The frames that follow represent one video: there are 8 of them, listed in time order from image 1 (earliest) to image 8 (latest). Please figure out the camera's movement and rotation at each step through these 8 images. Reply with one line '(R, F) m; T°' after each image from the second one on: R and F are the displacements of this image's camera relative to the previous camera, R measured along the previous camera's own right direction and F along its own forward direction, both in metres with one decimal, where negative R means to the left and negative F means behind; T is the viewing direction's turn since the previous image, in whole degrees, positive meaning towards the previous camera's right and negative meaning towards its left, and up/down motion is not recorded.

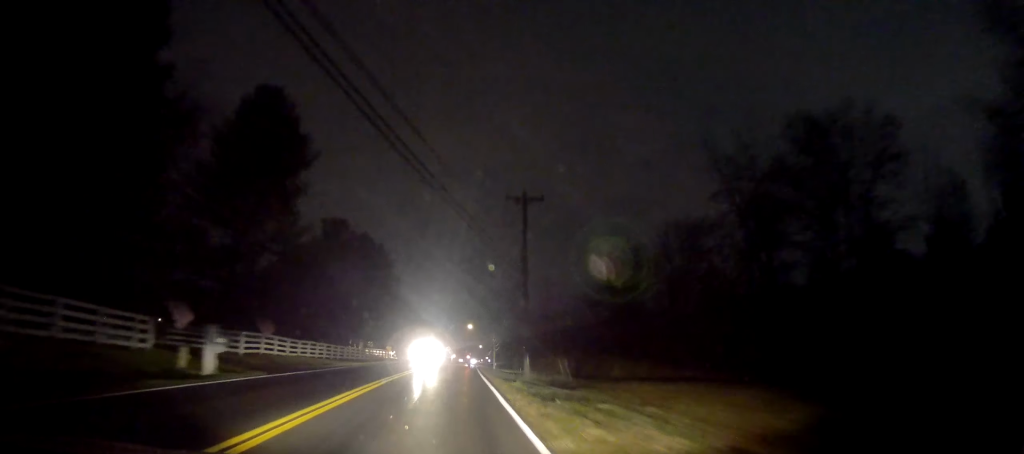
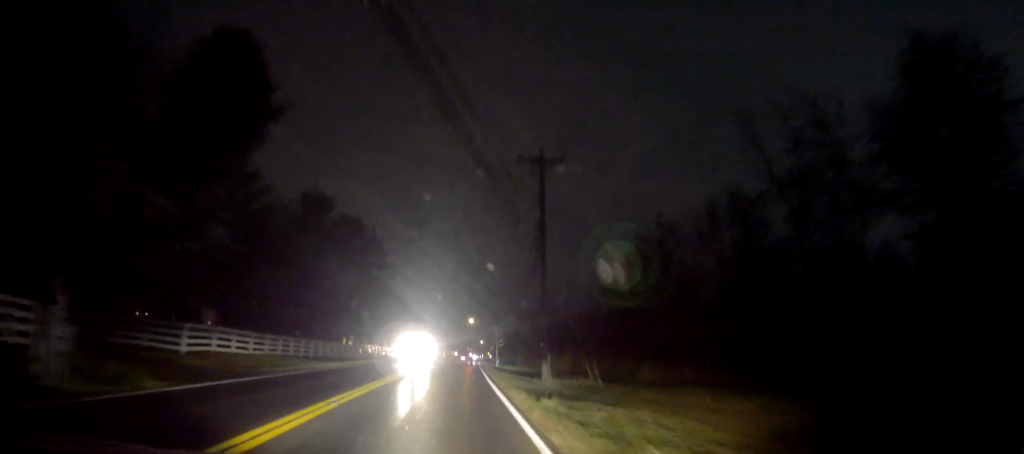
(-0.1, +7.8) m; -1°
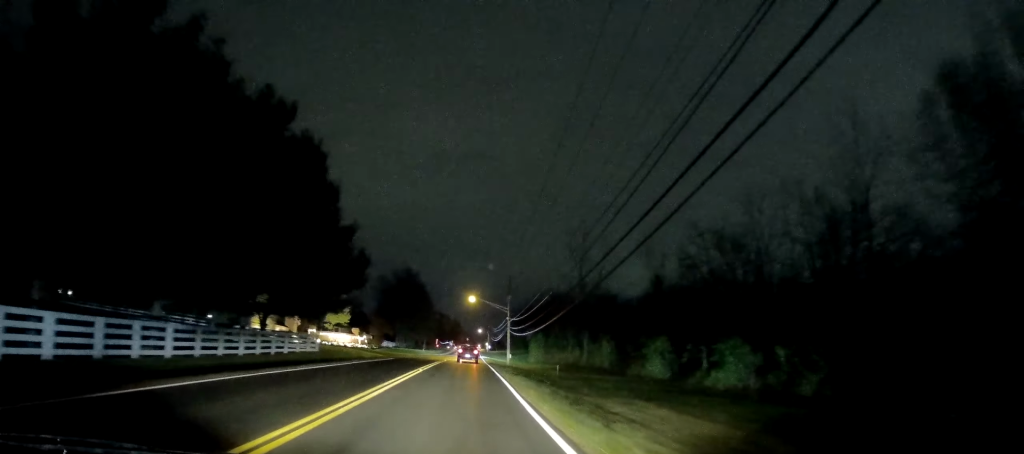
(-0.6, +34.4) m; -1°
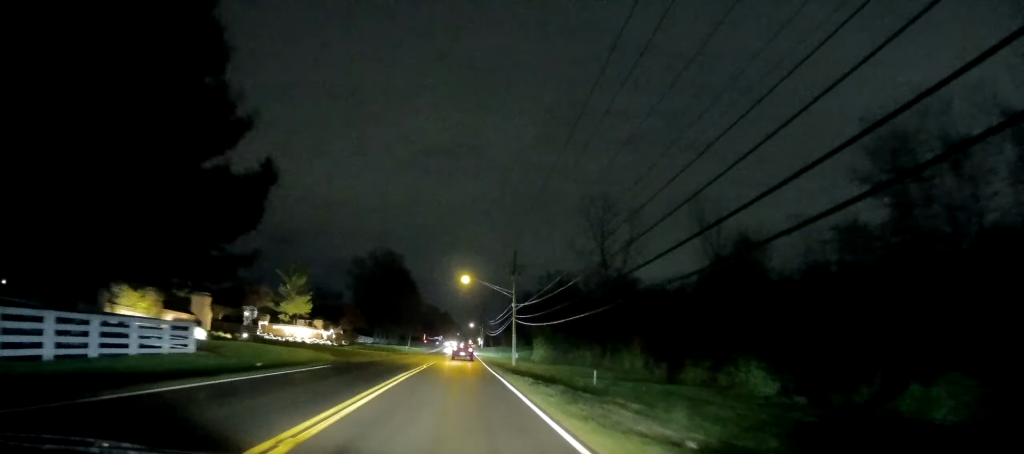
(0.0, +19.9) m; +1°
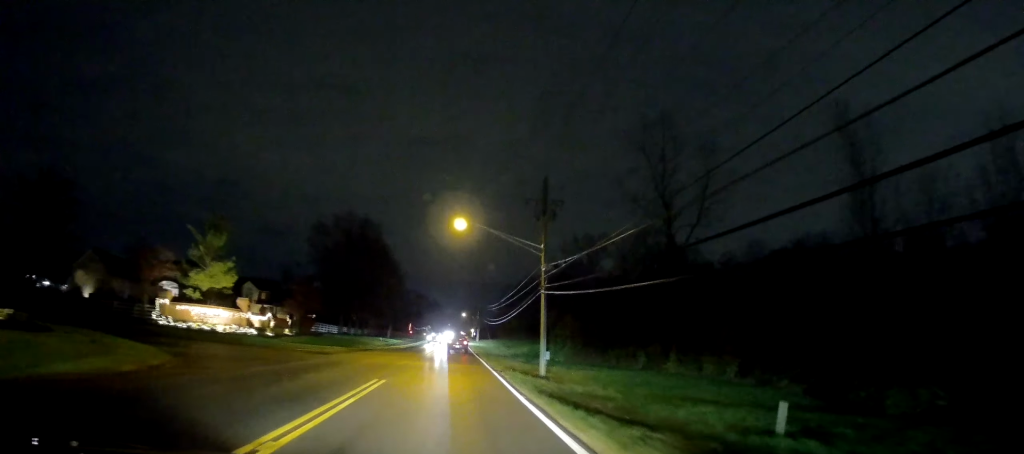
(+0.8, +24.7) m; +2°
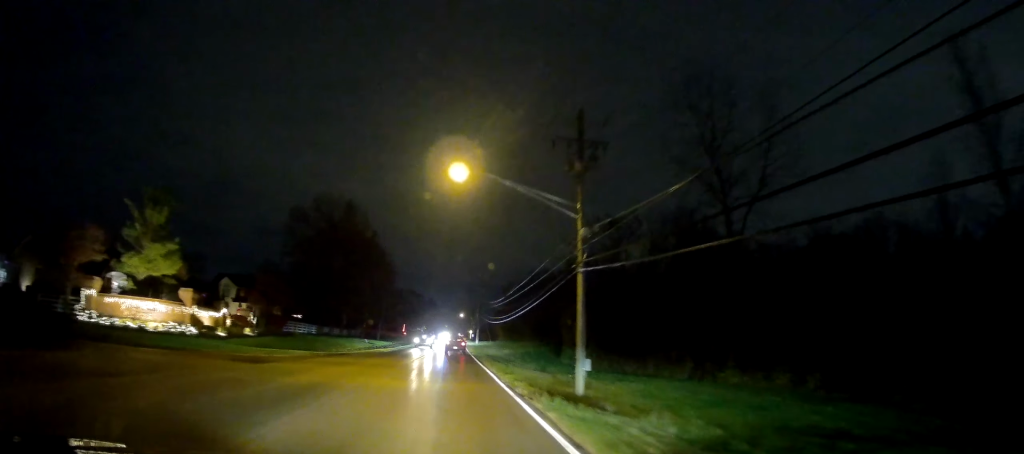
(-0.3, +10.9) m; 0°
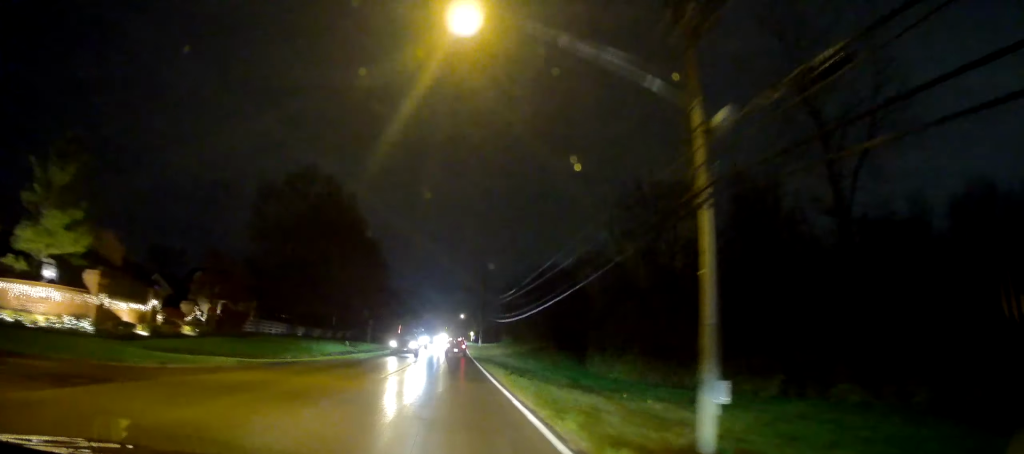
(+0.2, +11.8) m; 0°
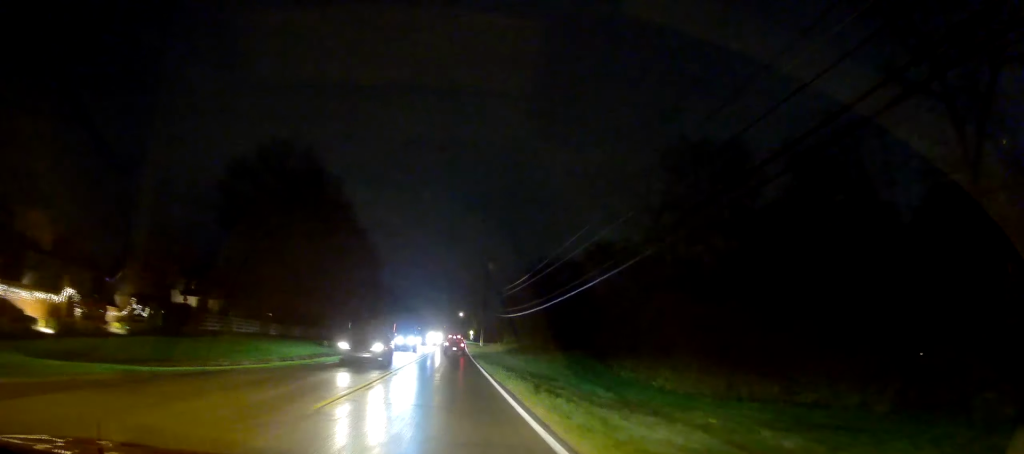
(0.0, +8.8) m; 0°
